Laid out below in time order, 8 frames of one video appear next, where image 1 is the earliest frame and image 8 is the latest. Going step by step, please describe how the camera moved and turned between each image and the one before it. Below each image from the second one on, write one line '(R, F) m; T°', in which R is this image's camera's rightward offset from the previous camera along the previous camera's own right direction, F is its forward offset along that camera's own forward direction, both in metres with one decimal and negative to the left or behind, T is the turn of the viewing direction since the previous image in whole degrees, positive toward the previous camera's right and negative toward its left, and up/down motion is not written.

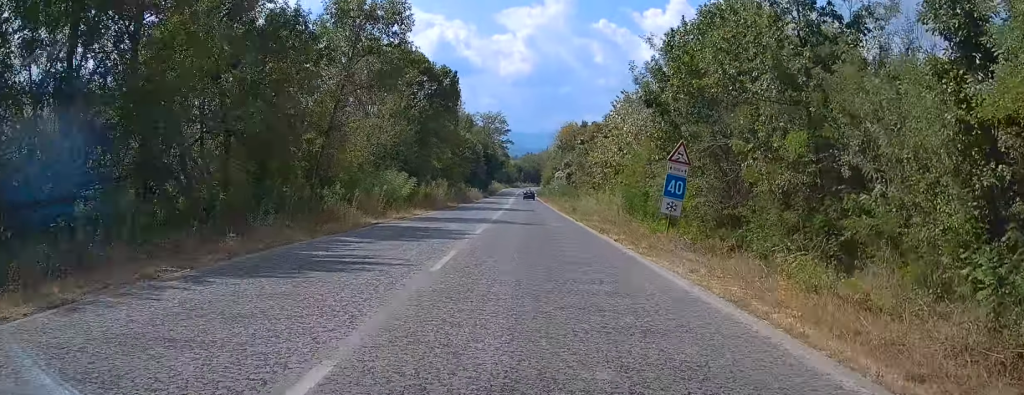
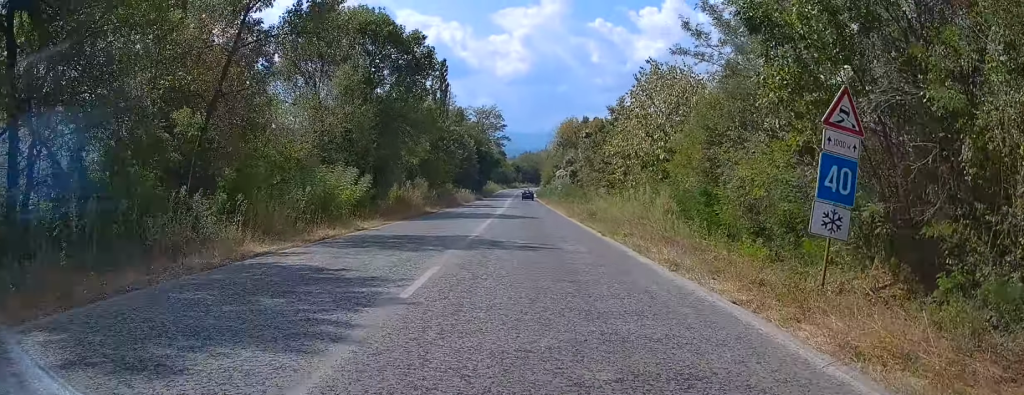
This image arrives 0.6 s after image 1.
(+0.1, +11.2) m; 0°
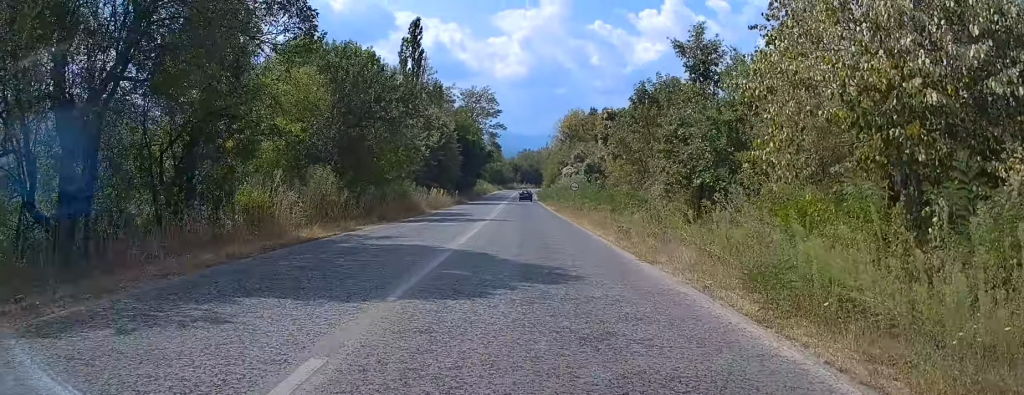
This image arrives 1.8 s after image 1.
(0.0, +23.3) m; 0°
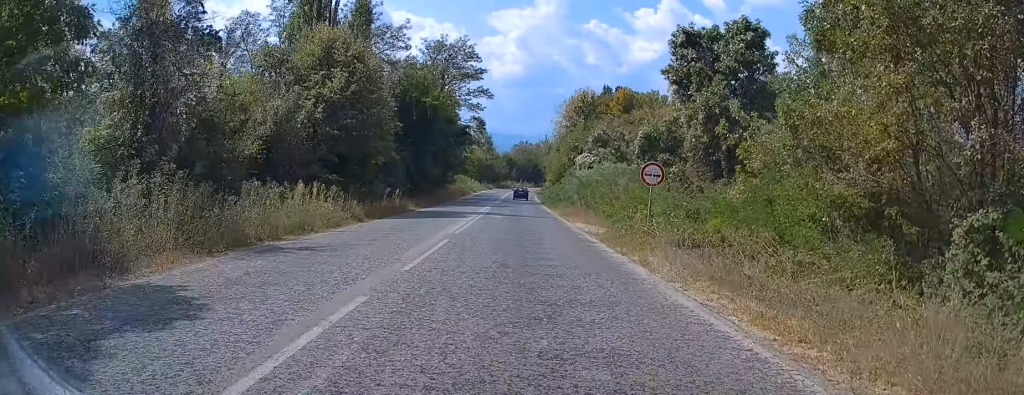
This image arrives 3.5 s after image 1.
(0.0, +32.1) m; 0°
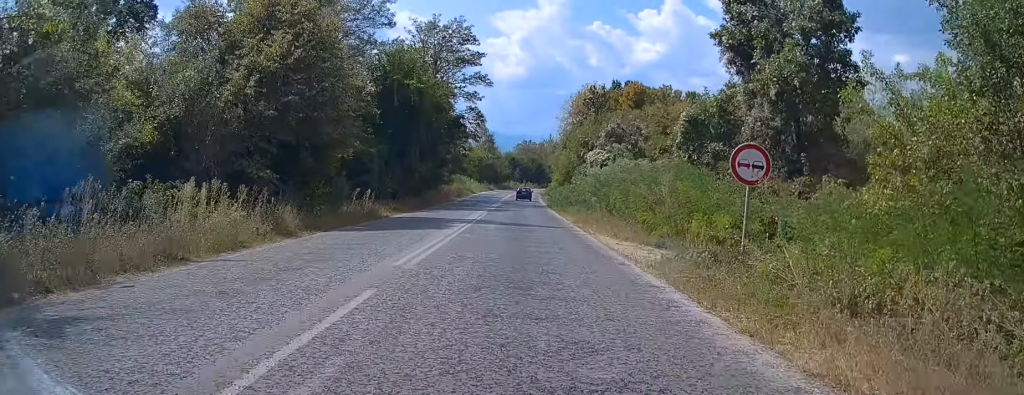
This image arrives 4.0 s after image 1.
(0.0, +8.1) m; 0°
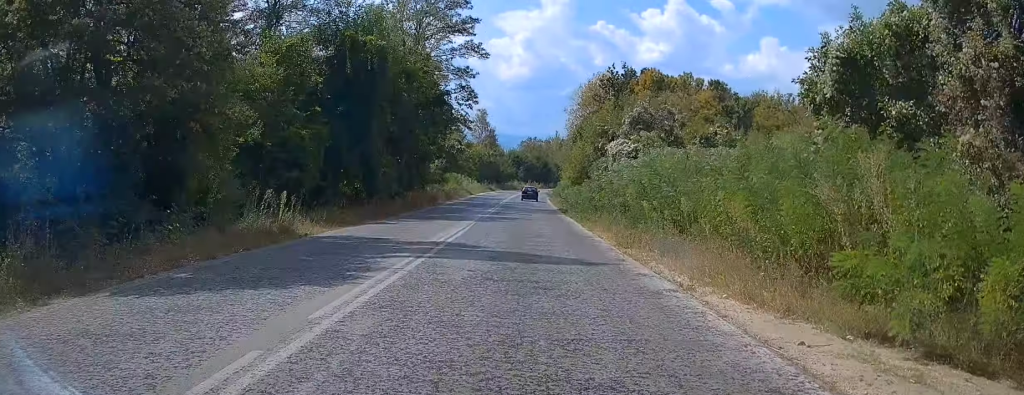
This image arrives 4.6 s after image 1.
(0.0, +11.8) m; 0°
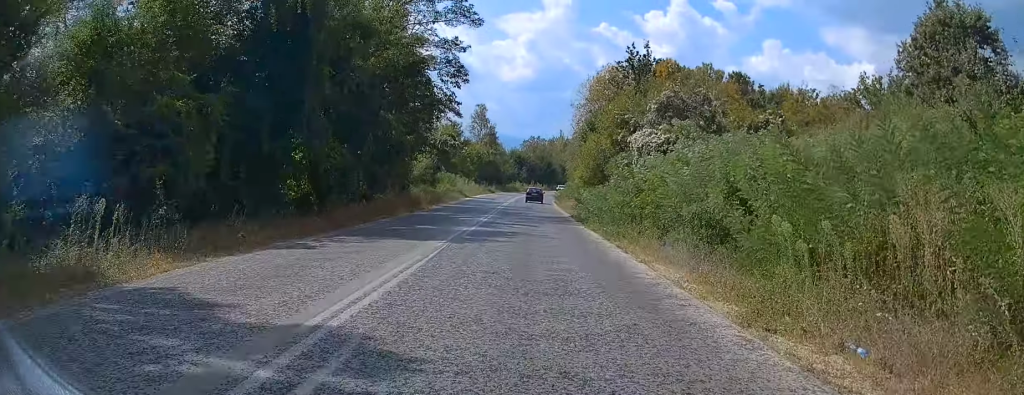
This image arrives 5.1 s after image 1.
(0.0, +9.3) m; 0°
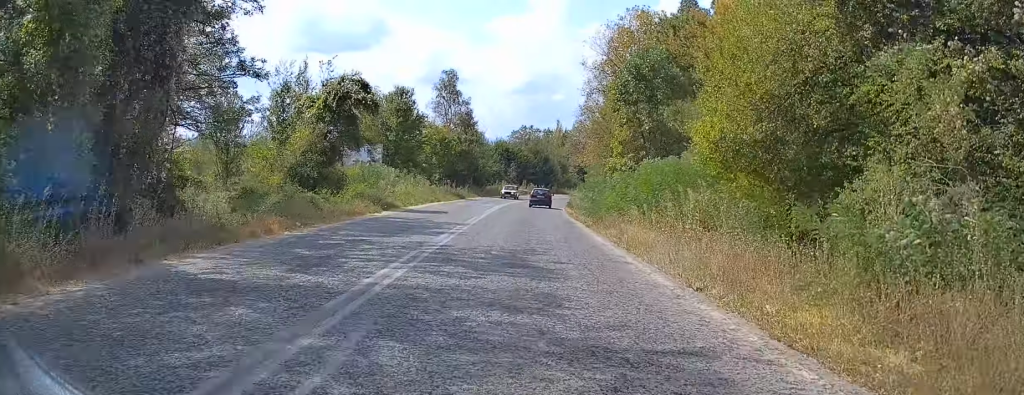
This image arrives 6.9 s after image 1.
(+0.2, +34.1) m; +1°
